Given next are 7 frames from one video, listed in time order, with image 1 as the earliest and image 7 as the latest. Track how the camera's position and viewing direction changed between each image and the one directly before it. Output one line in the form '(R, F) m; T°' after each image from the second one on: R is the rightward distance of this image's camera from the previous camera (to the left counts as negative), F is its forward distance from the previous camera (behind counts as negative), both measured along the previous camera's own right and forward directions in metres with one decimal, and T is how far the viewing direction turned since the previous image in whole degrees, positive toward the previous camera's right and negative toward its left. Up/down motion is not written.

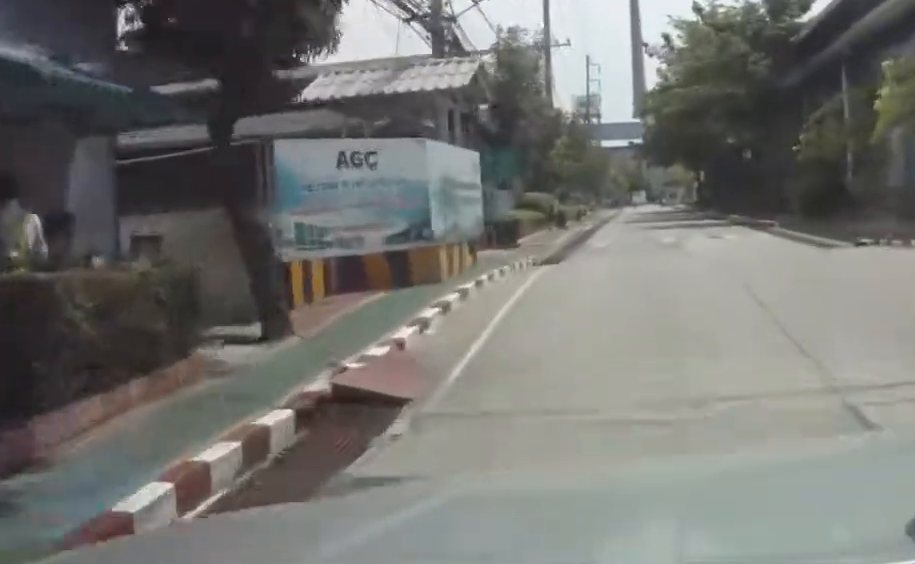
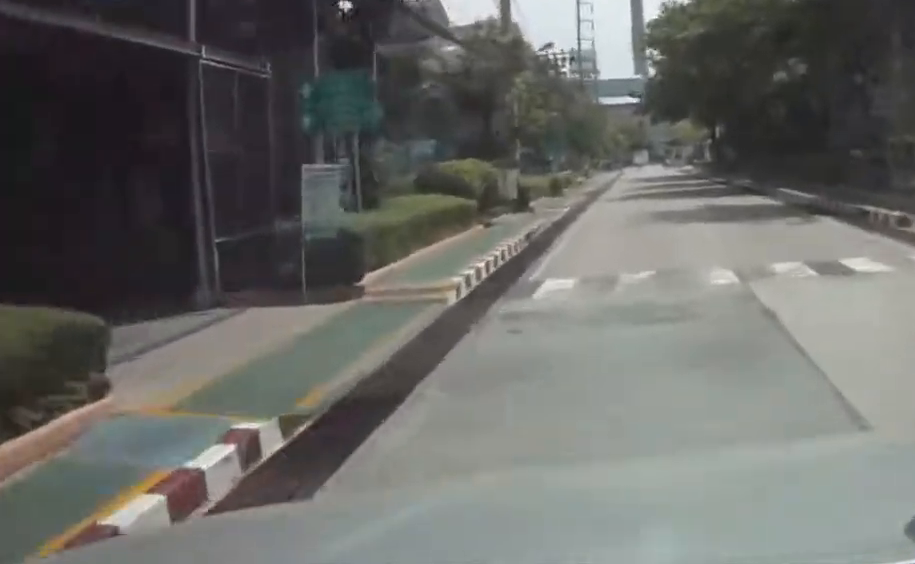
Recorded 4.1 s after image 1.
(+2.0, +21.1) m; +10°
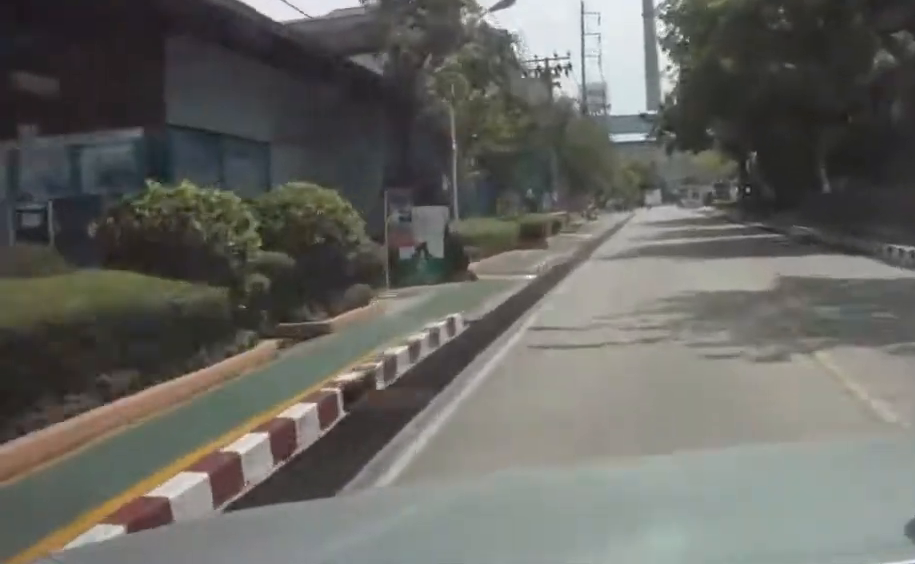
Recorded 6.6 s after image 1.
(+0.3, +15.0) m; -2°
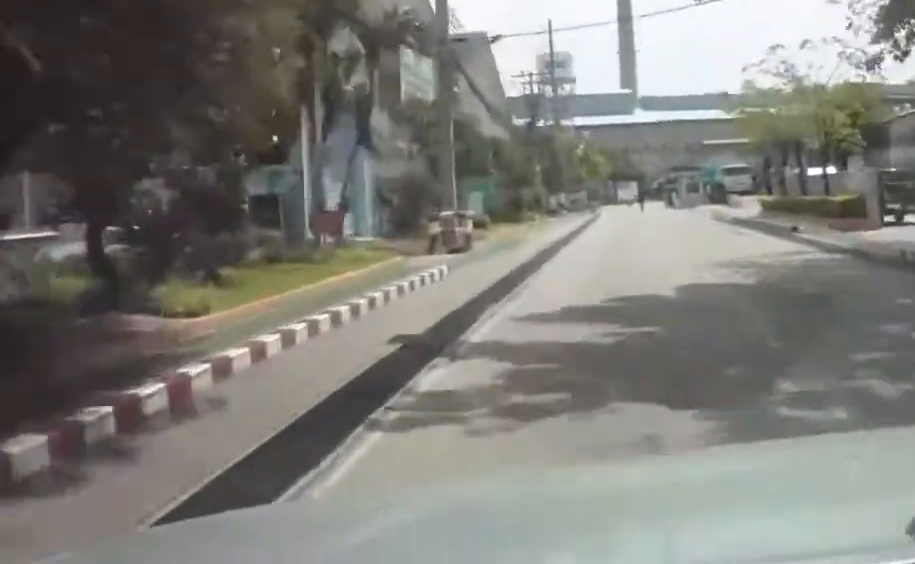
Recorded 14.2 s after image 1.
(-0.2, +54.6) m; 0°
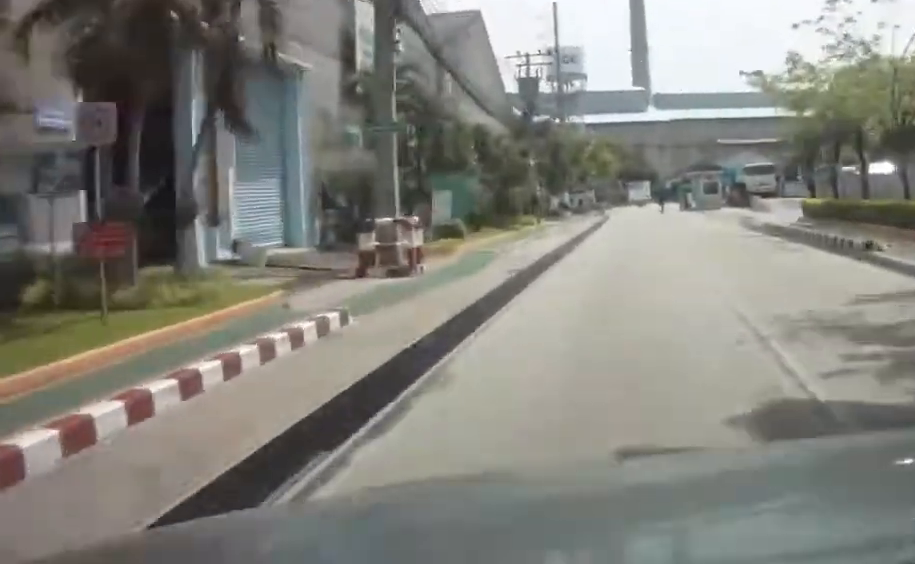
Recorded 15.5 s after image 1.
(+1.5, +9.3) m; -4°
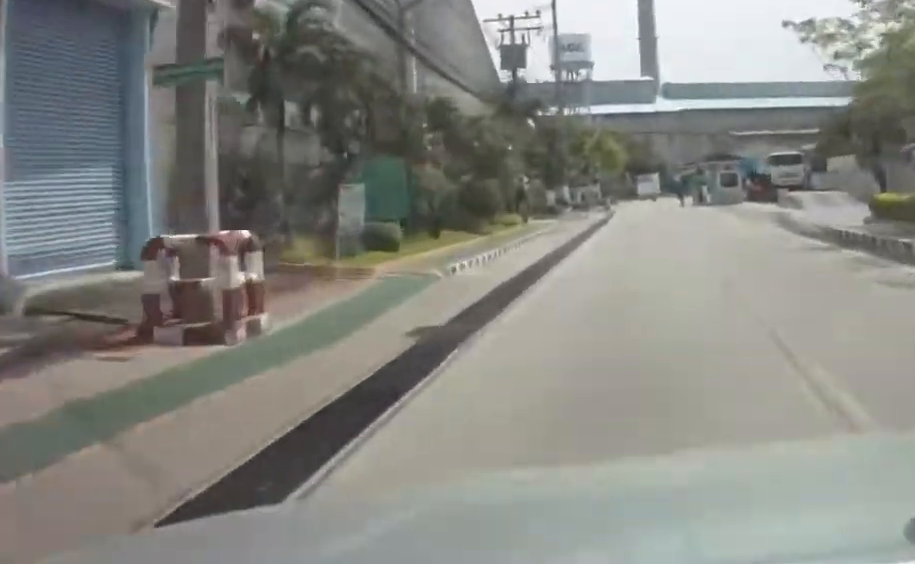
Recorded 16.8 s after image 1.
(-2.6, +9.8) m; -6°
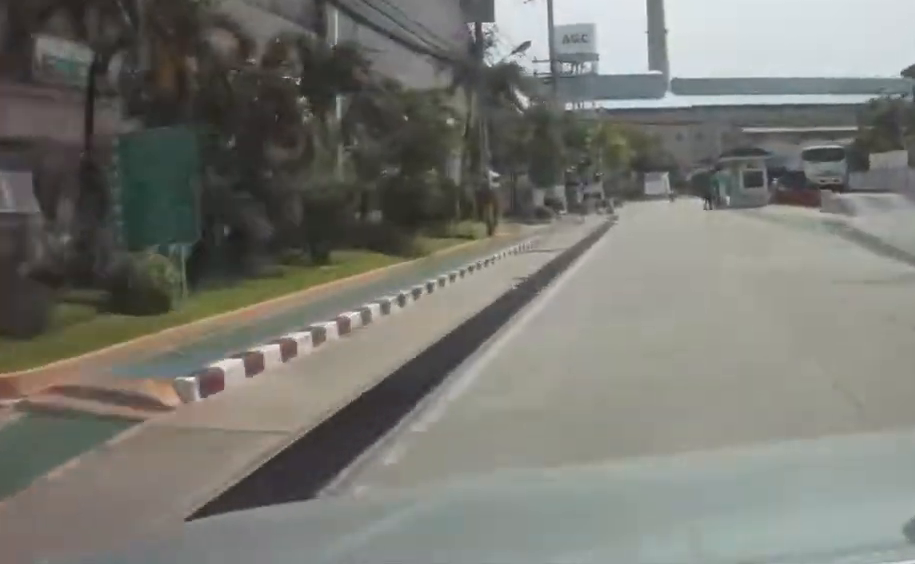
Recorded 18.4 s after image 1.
(-1.2, +11.7) m; -4°
